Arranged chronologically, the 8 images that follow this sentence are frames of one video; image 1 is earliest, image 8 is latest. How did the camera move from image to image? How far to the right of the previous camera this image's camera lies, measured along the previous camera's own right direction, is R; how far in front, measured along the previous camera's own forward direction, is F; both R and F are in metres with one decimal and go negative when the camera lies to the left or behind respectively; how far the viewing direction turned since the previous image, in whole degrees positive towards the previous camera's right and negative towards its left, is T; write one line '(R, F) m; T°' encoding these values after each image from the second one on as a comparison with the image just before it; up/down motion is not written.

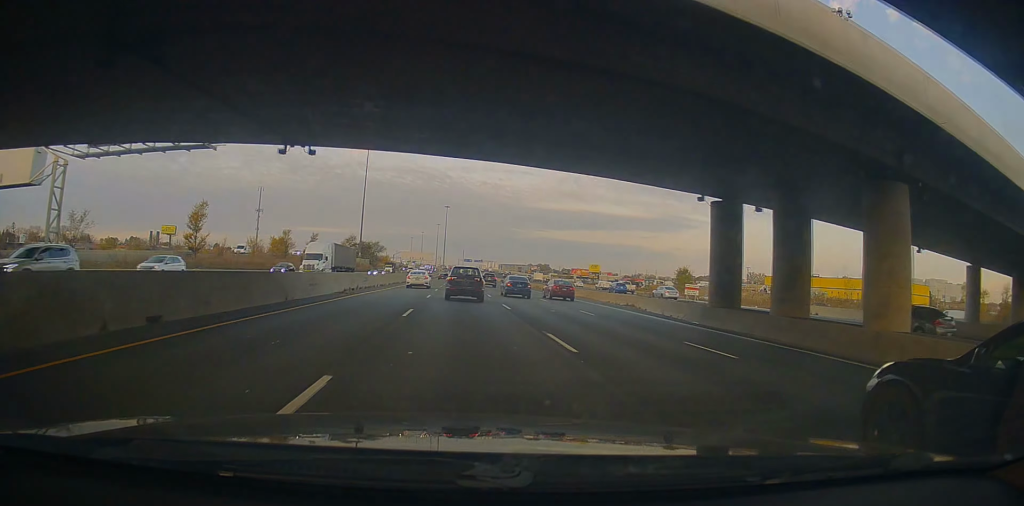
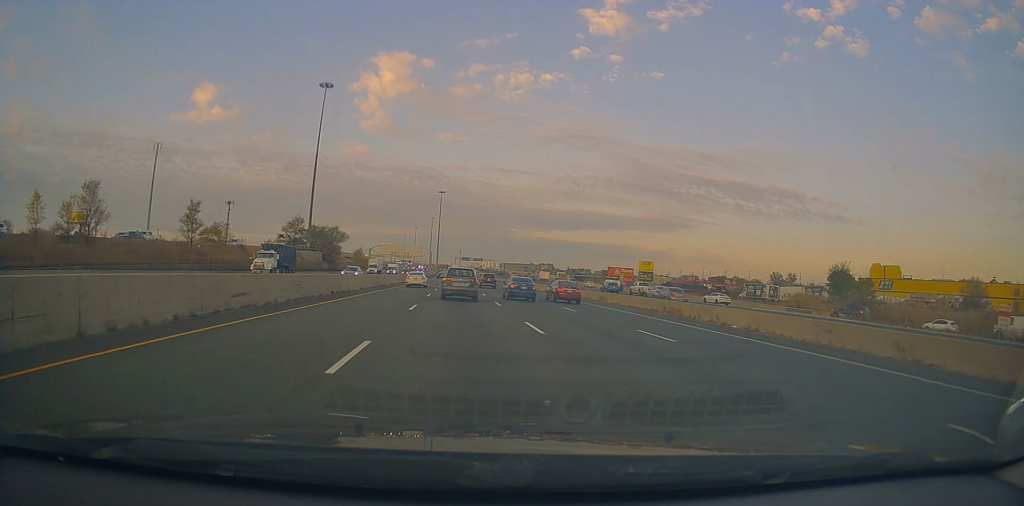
(+2.2, +57.5) m; +2°
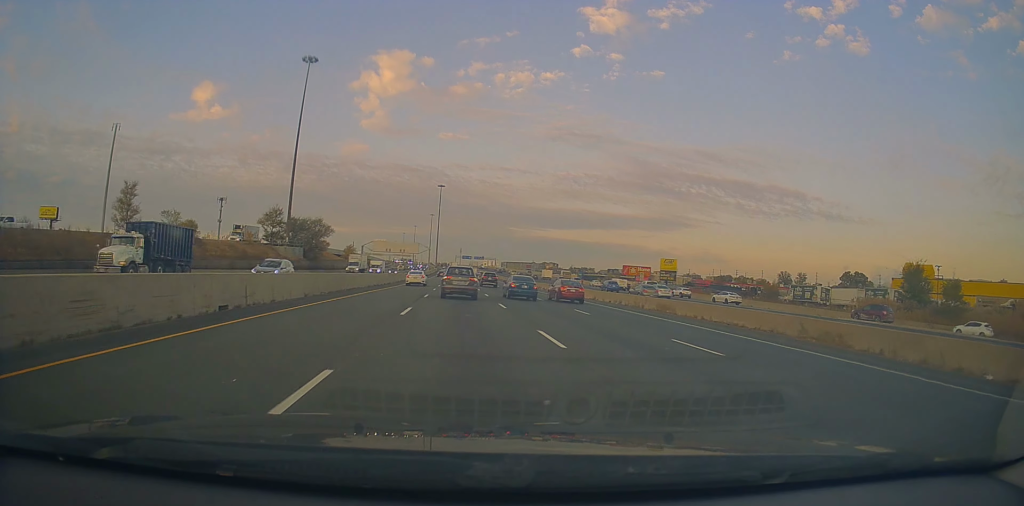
(0.0, +15.0) m; -1°
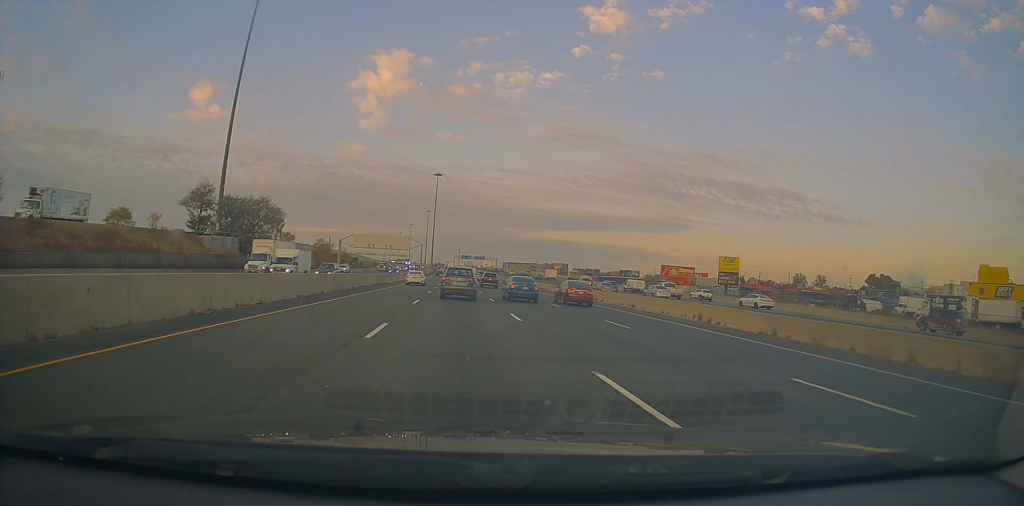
(-0.5, +30.4) m; 0°
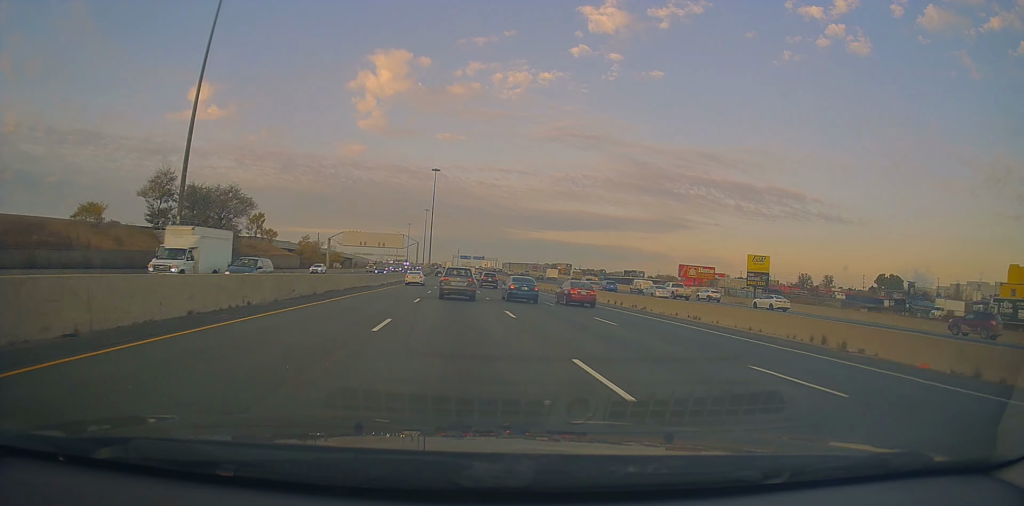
(+0.2, +10.8) m; +1°
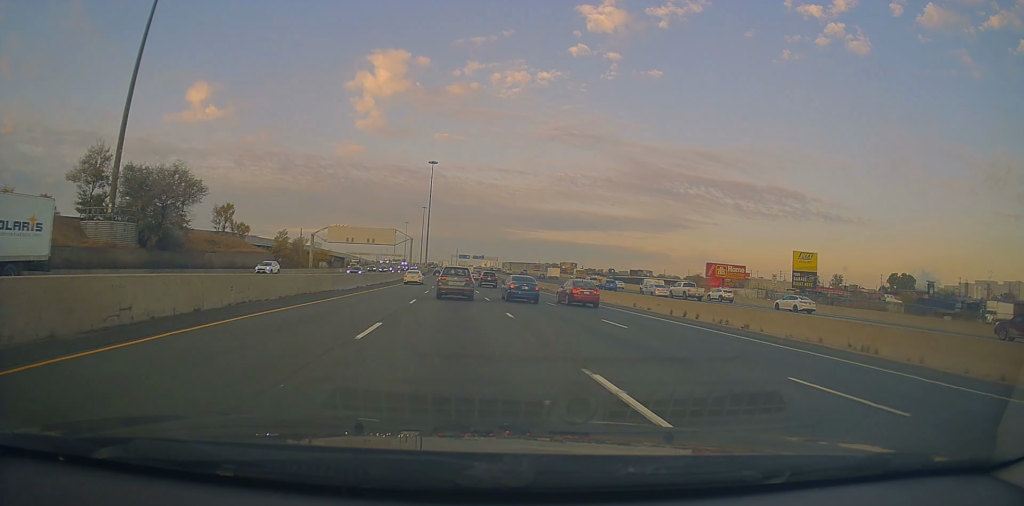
(+0.1, +13.5) m; +1°
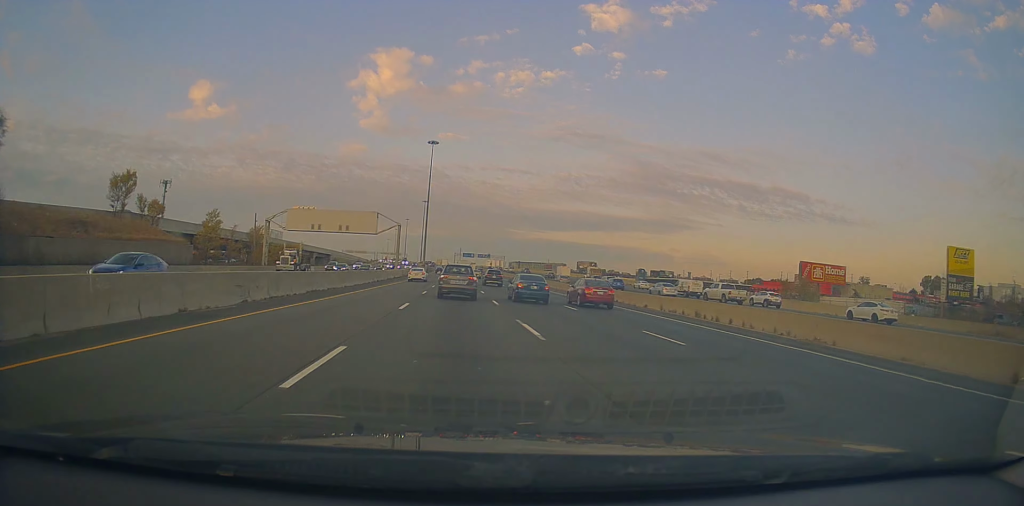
(+0.1, +29.0) m; 0°
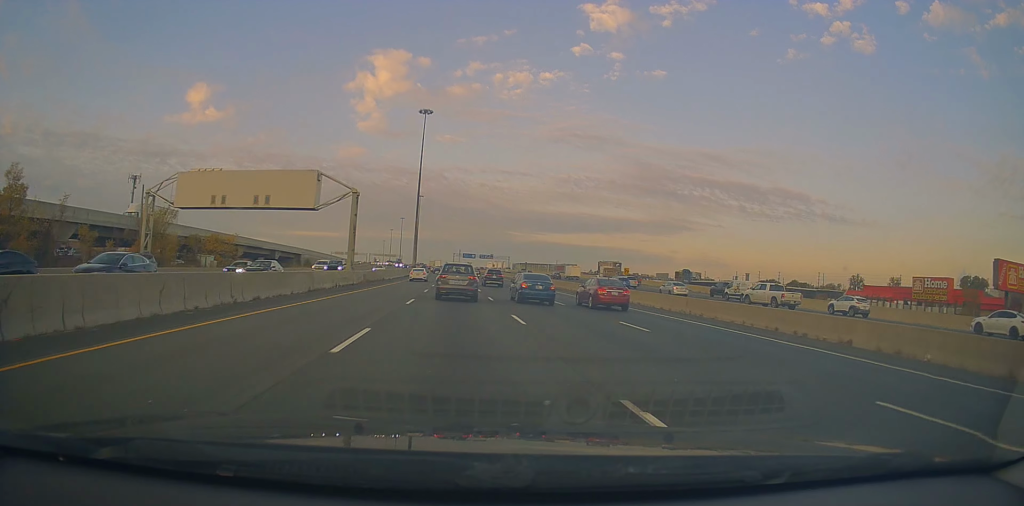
(-0.1, +33.9) m; 0°
